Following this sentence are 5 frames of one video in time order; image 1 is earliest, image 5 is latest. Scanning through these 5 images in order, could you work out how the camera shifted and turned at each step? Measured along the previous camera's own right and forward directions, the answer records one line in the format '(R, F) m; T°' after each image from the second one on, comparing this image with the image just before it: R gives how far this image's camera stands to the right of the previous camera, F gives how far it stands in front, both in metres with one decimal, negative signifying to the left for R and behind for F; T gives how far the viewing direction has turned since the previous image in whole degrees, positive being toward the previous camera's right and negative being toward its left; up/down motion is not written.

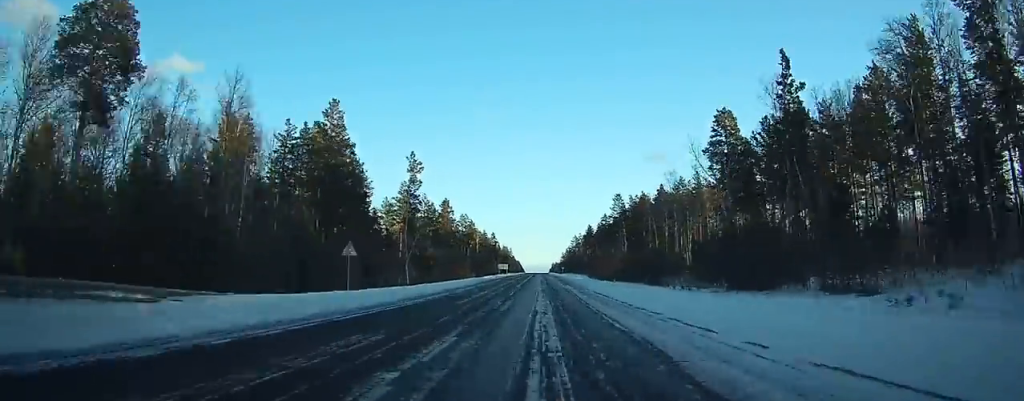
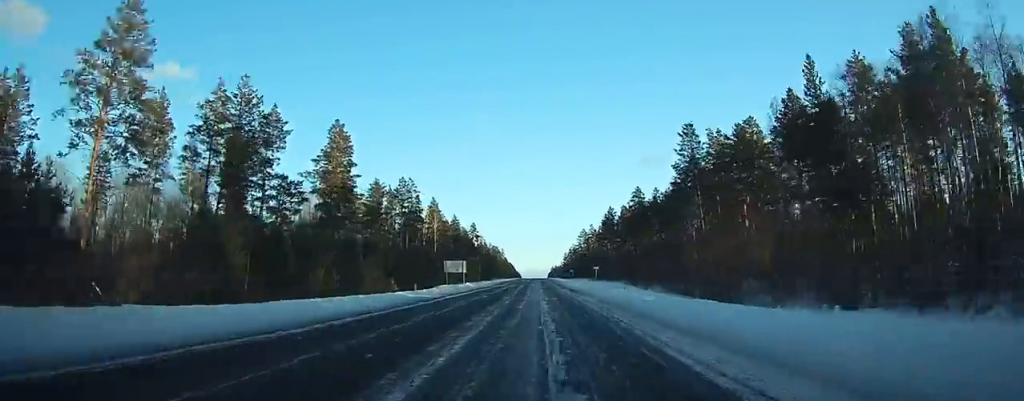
(+0.1, +100.4) m; 0°
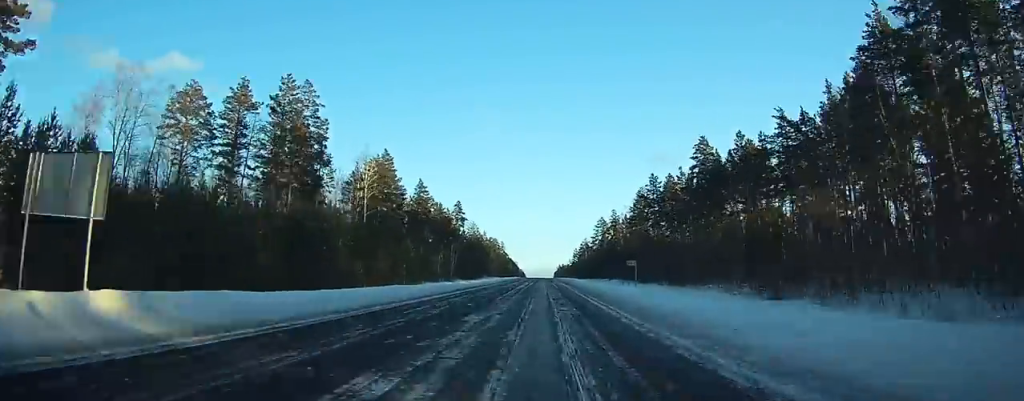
(0.0, +69.4) m; 0°
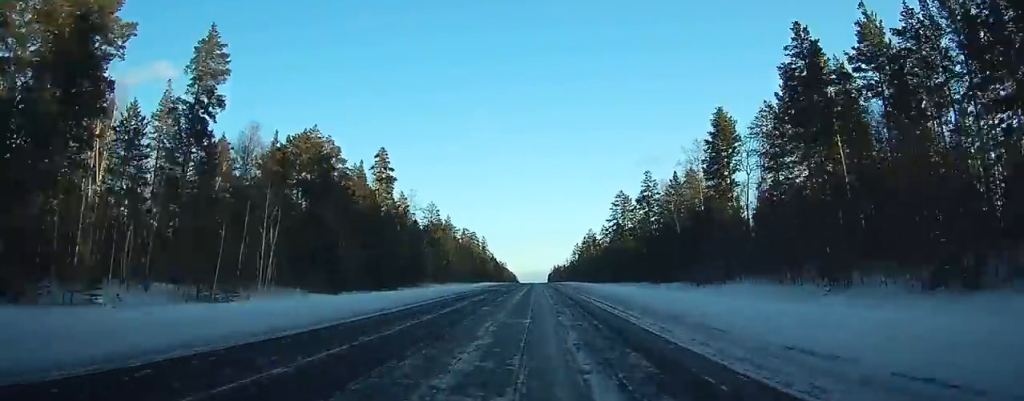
(-0.3, +89.5) m; 0°
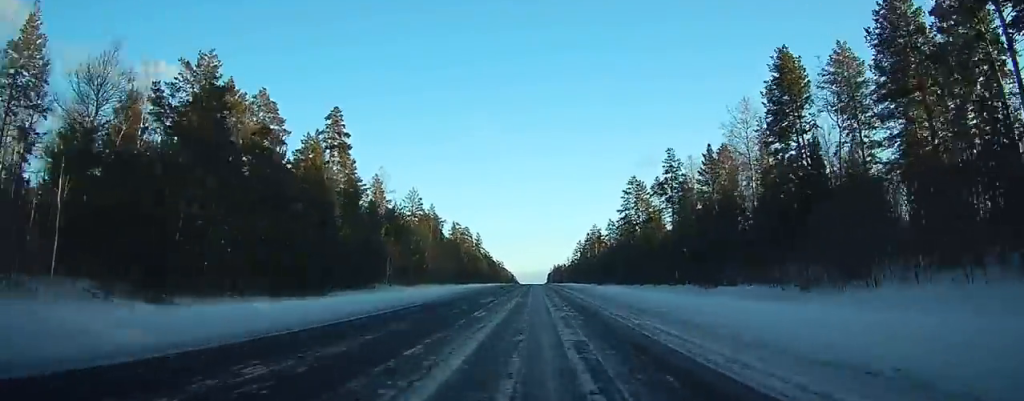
(0.0, +26.6) m; 0°
